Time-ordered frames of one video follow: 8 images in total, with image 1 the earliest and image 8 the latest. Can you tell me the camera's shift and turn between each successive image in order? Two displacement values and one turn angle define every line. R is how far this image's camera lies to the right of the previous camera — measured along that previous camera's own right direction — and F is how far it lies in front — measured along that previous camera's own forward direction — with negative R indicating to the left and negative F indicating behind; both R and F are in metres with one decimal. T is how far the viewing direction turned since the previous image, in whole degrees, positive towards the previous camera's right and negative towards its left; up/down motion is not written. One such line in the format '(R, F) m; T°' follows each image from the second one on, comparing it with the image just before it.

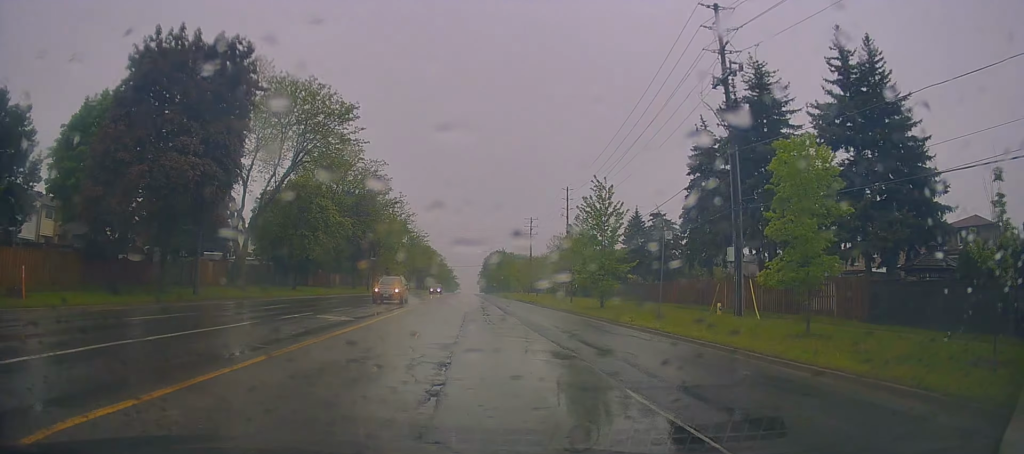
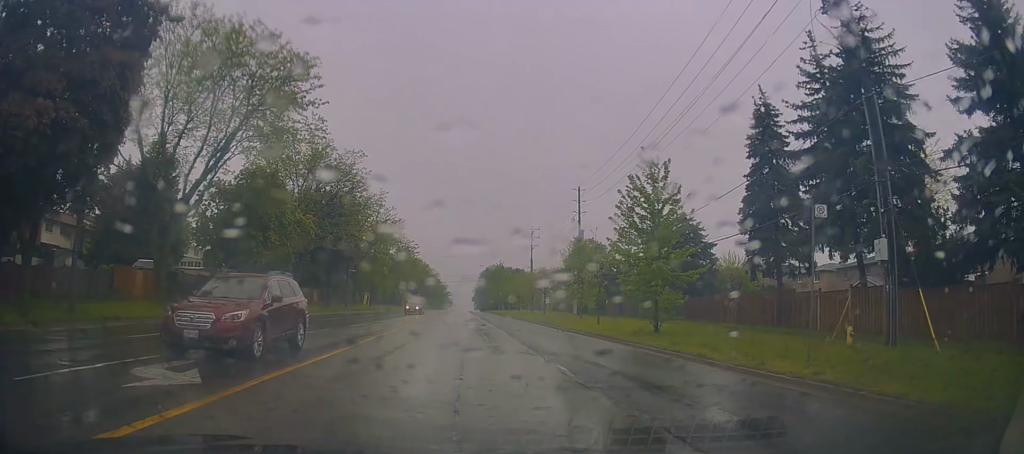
(+0.1, +10.9) m; -2°
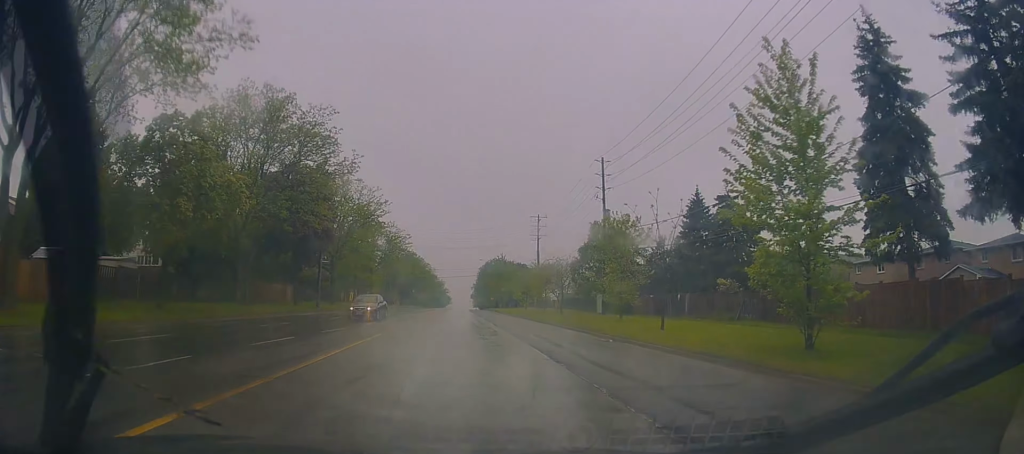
(-0.5, +11.7) m; 0°
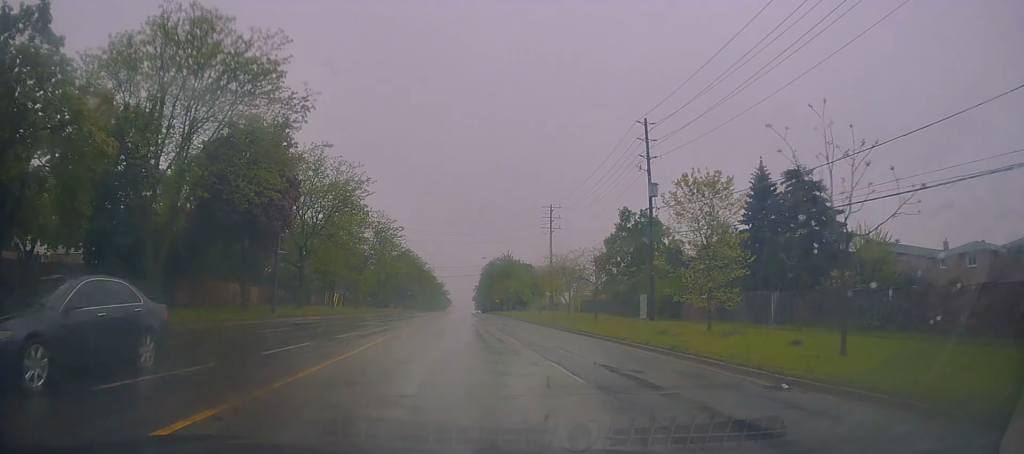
(+0.3, +12.8) m; +1°
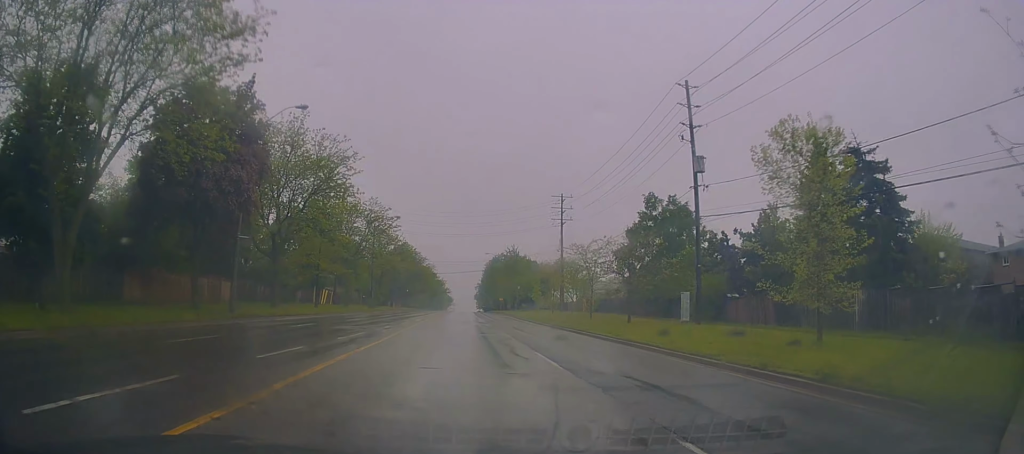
(+0.1, +7.6) m; 0°
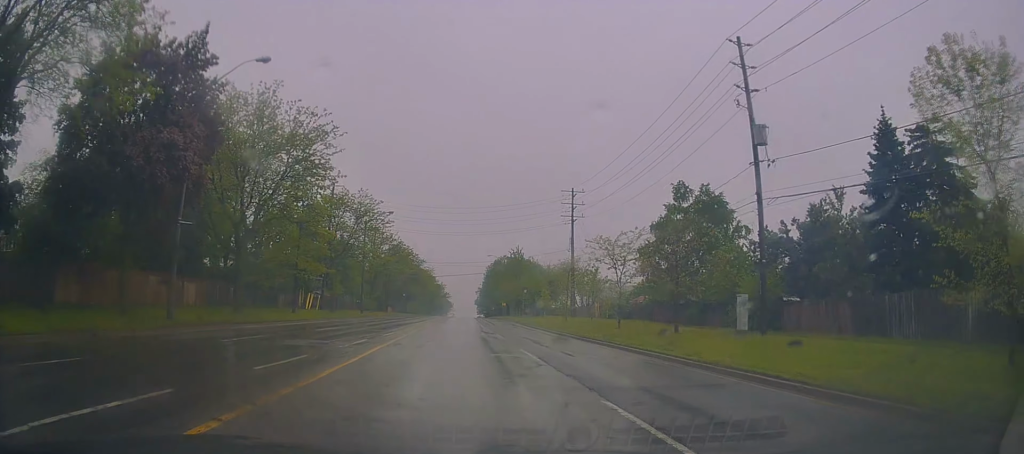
(-0.1, +7.0) m; -1°
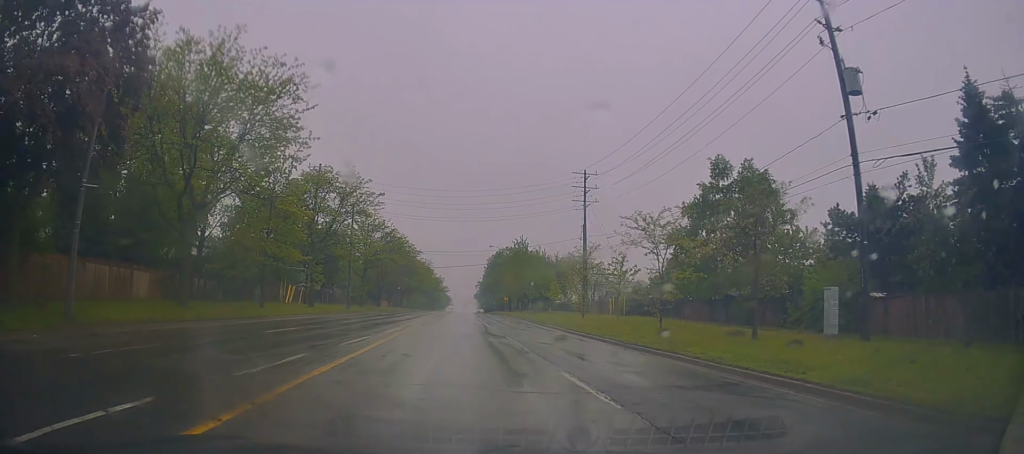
(-0.1, +7.2) m; -1°
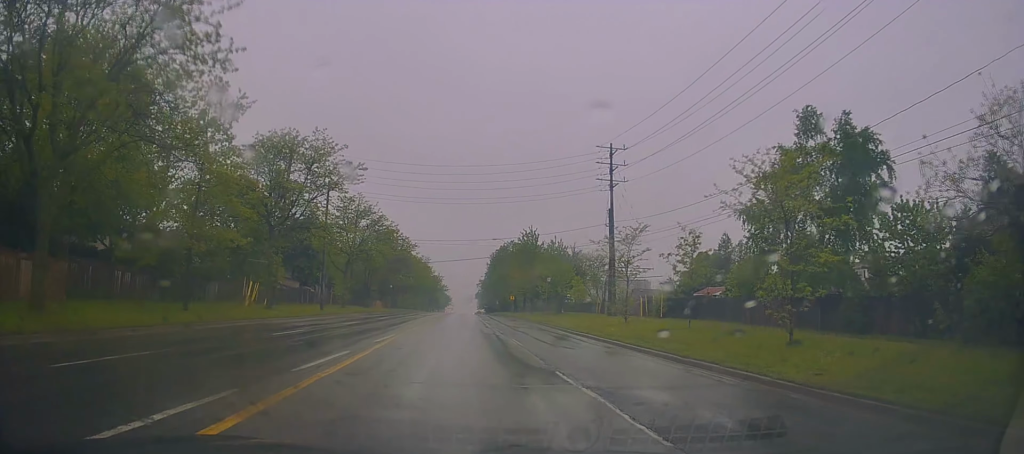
(-0.2, +11.1) m; 0°
